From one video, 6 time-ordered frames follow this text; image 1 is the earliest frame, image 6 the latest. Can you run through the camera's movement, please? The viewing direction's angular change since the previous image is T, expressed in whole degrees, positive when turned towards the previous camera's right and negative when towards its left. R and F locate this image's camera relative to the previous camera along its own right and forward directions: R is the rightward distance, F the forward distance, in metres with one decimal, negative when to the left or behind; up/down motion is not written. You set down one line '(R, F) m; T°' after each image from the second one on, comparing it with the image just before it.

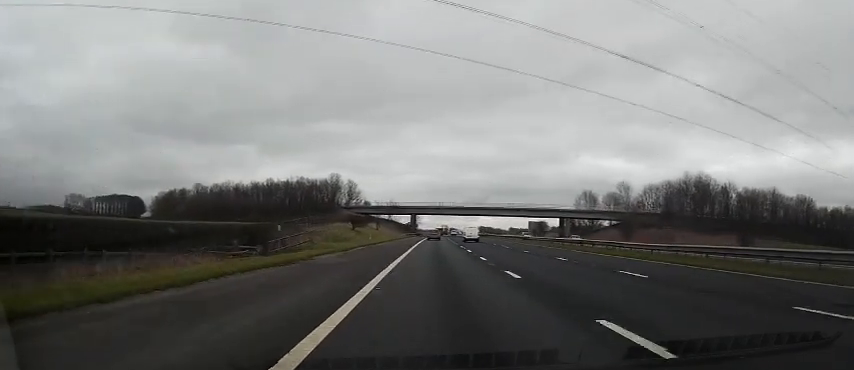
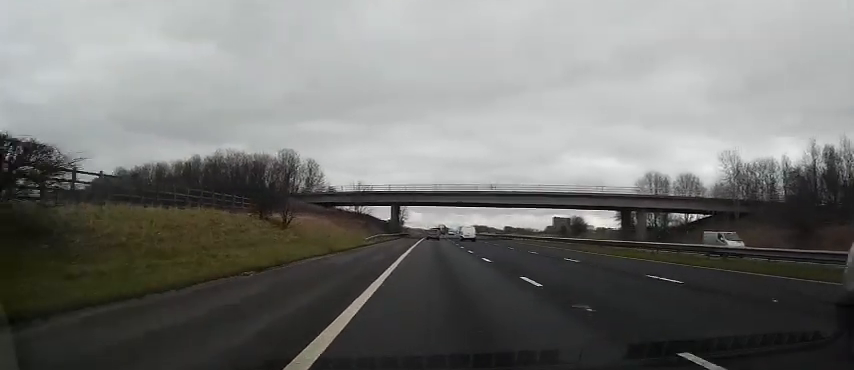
(+0.8, +46.8) m; +1°
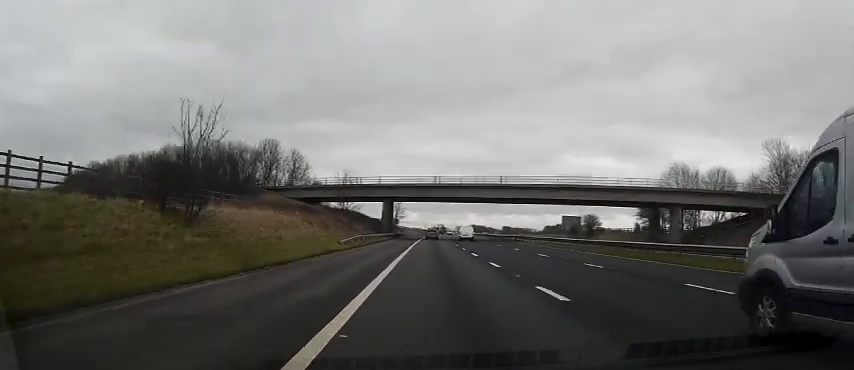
(-0.2, +12.7) m; 0°
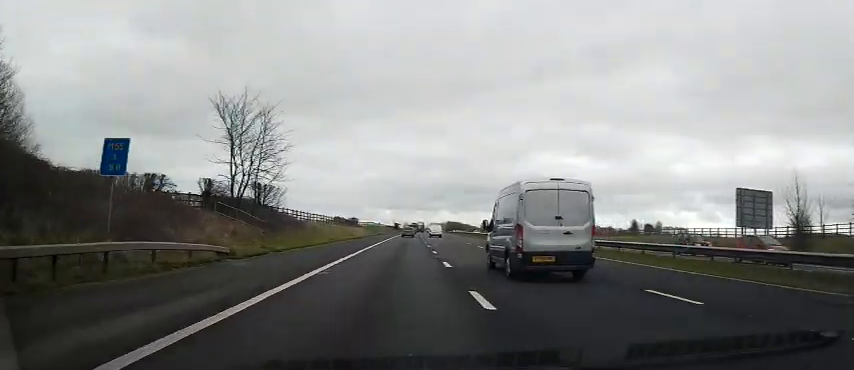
(+1.3, +80.8) m; +3°
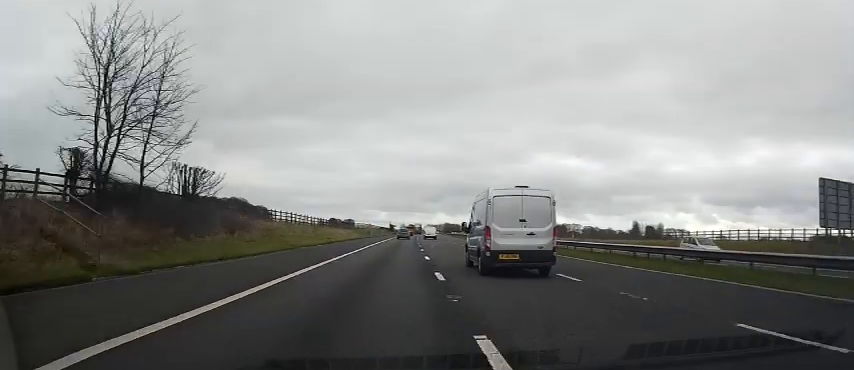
(0.0, +12.6) m; +1°
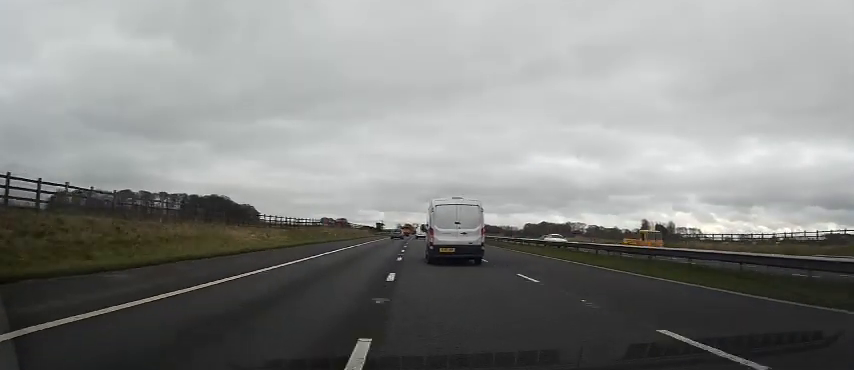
(+0.6, +36.1) m; +1°
